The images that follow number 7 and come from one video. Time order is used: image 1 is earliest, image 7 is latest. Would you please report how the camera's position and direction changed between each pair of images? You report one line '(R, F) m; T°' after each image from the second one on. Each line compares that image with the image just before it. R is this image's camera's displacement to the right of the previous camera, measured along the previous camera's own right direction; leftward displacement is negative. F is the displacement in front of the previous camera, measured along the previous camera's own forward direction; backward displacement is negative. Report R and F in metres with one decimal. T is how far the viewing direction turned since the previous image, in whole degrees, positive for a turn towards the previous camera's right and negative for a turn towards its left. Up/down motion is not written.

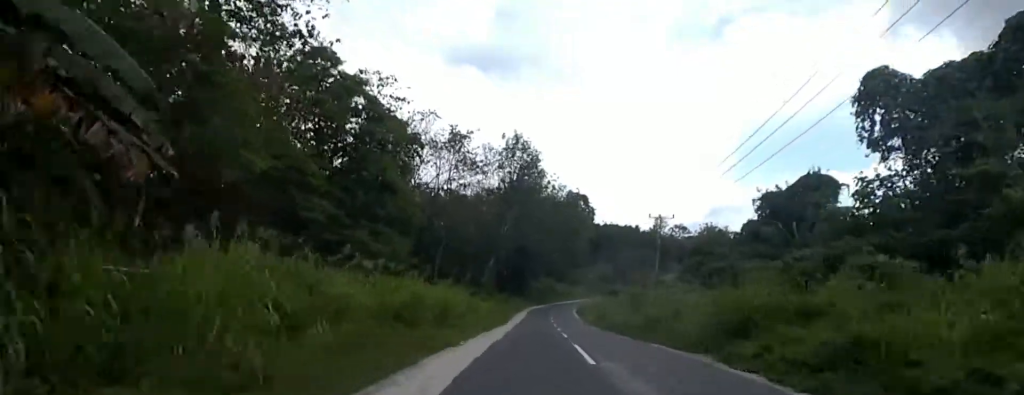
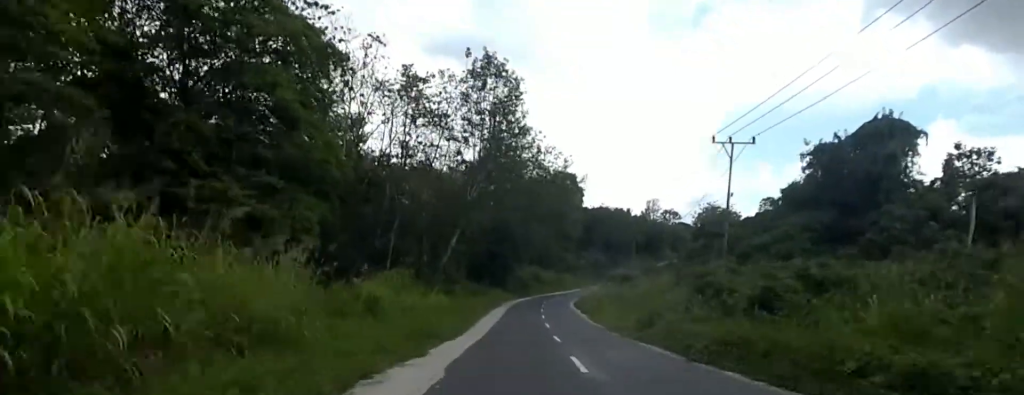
(+1.1, +20.9) m; +2°
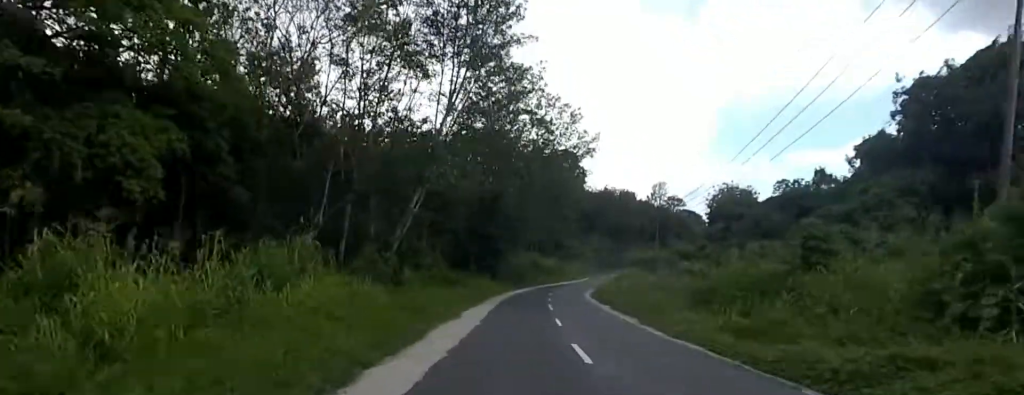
(-0.5, +17.1) m; -1°
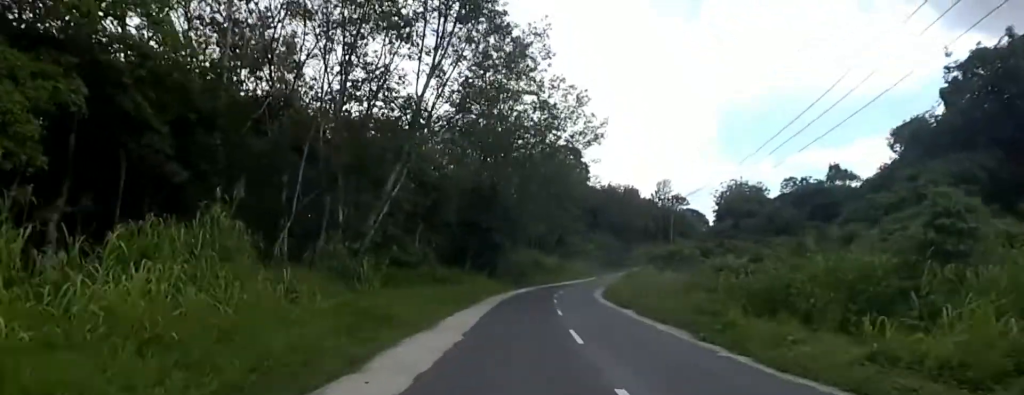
(+0.2, +5.9) m; 0°
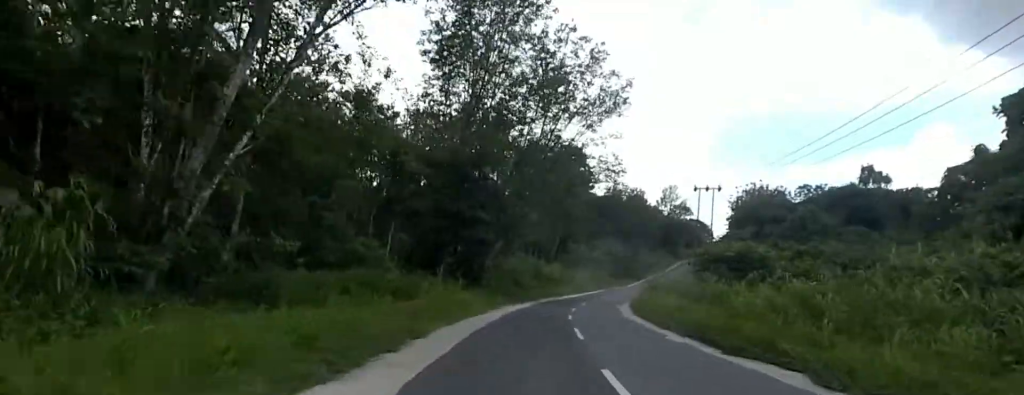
(-0.5, +14.4) m; 0°
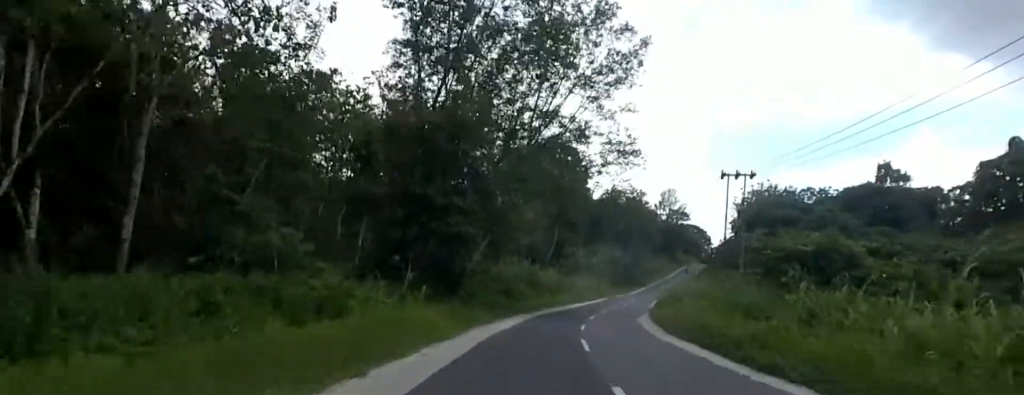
(+0.5, +8.7) m; 0°
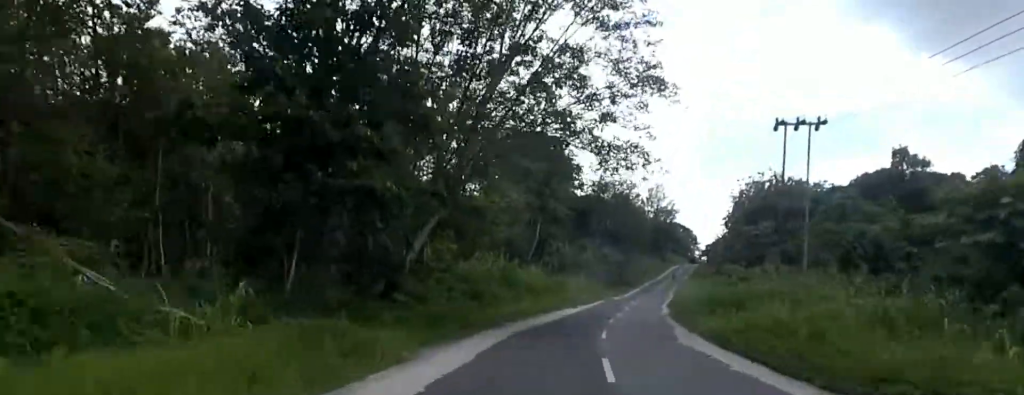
(-0.6, +12.6) m; +5°
